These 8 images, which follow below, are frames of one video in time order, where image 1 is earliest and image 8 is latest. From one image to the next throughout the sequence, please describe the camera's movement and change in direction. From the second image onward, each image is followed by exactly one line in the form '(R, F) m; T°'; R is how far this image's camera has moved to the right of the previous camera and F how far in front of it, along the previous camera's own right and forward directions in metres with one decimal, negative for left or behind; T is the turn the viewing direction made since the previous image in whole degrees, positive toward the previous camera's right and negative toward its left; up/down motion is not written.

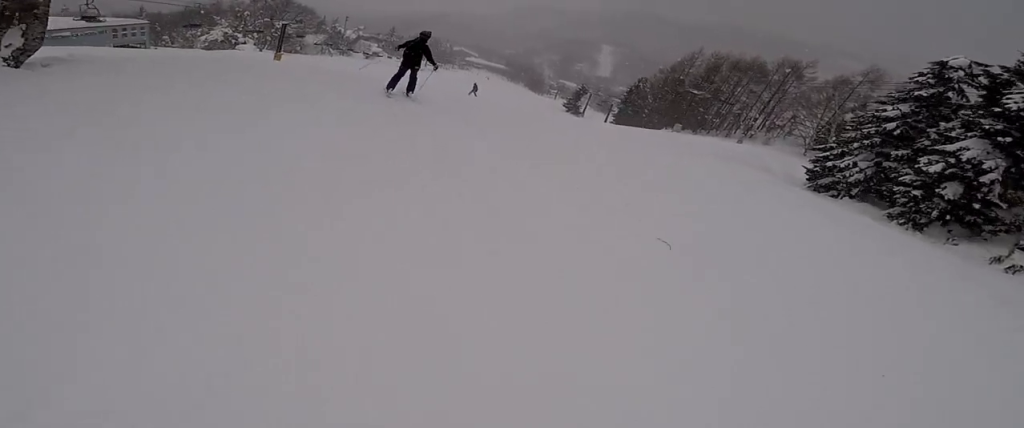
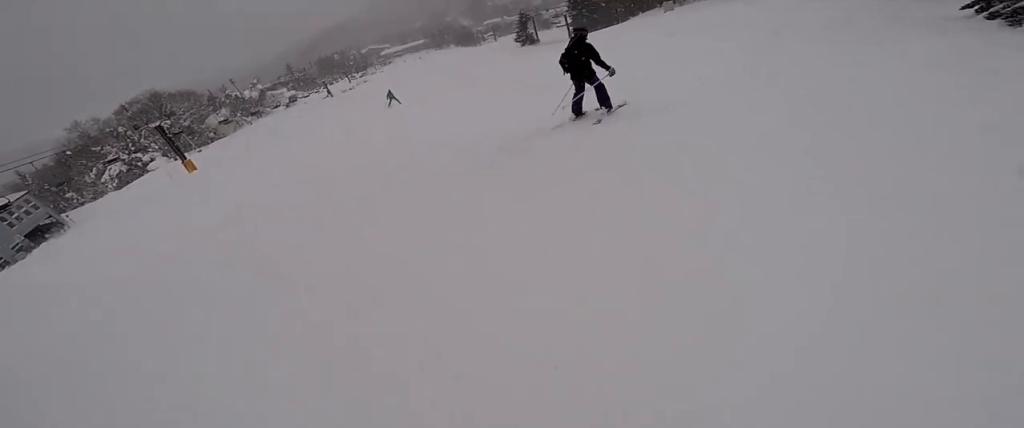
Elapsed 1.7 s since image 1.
(+0.1, +10.0) m; +11°
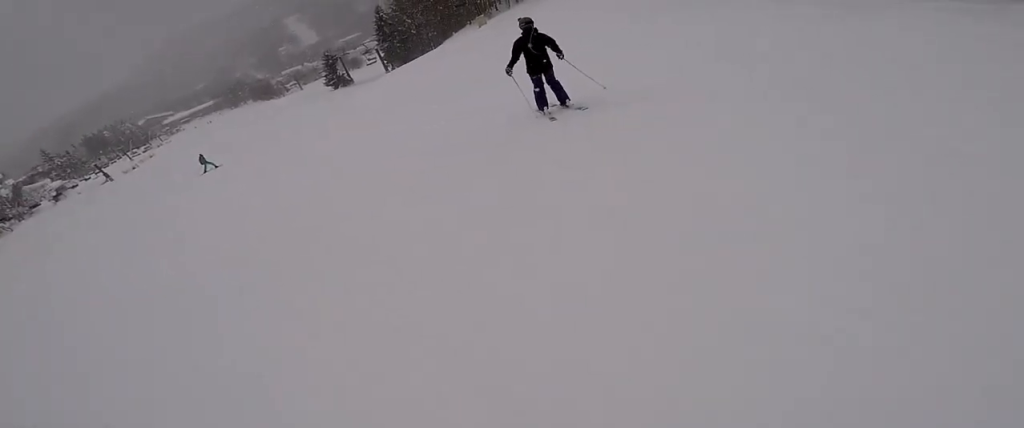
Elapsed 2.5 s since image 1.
(+0.4, +3.8) m; +4°
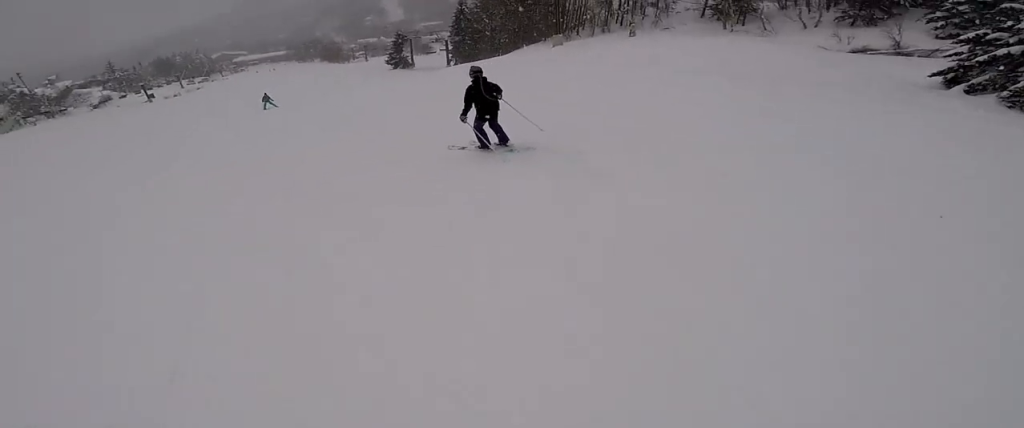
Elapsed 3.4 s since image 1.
(+0.3, +5.2) m; -11°
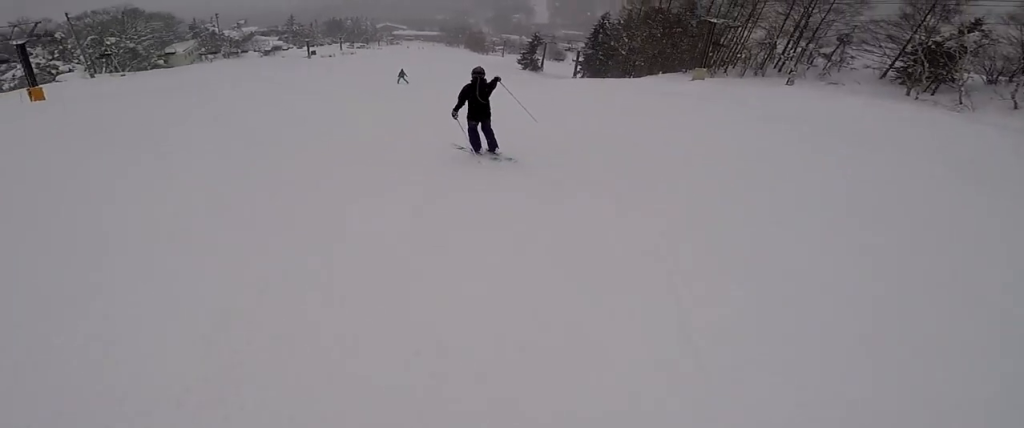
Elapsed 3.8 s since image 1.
(-0.4, +2.4) m; -12°
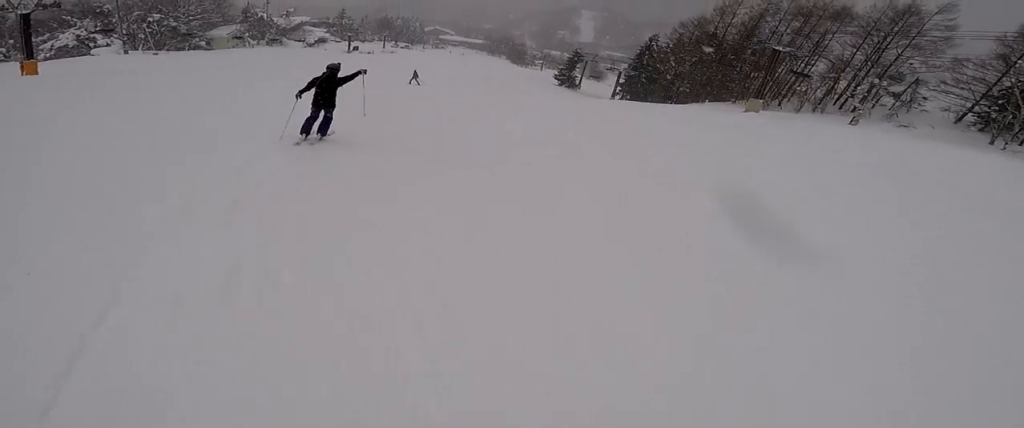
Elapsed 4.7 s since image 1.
(-0.9, +5.0) m; -5°
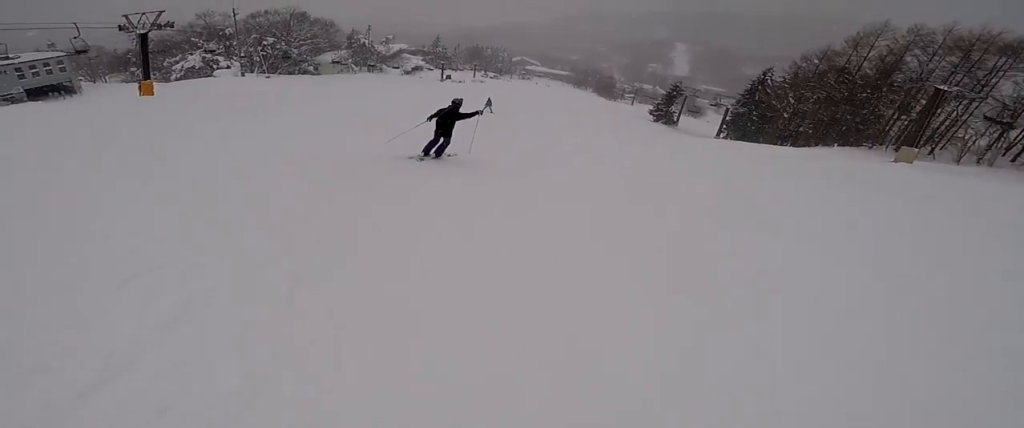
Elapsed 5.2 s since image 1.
(-0.3, +3.5) m; +3°
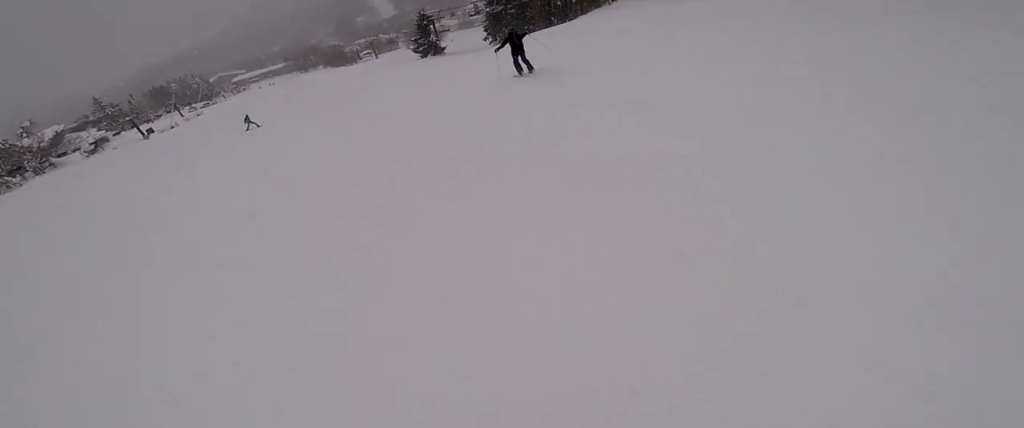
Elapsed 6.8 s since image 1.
(+2.0, +10.4) m; +20°
